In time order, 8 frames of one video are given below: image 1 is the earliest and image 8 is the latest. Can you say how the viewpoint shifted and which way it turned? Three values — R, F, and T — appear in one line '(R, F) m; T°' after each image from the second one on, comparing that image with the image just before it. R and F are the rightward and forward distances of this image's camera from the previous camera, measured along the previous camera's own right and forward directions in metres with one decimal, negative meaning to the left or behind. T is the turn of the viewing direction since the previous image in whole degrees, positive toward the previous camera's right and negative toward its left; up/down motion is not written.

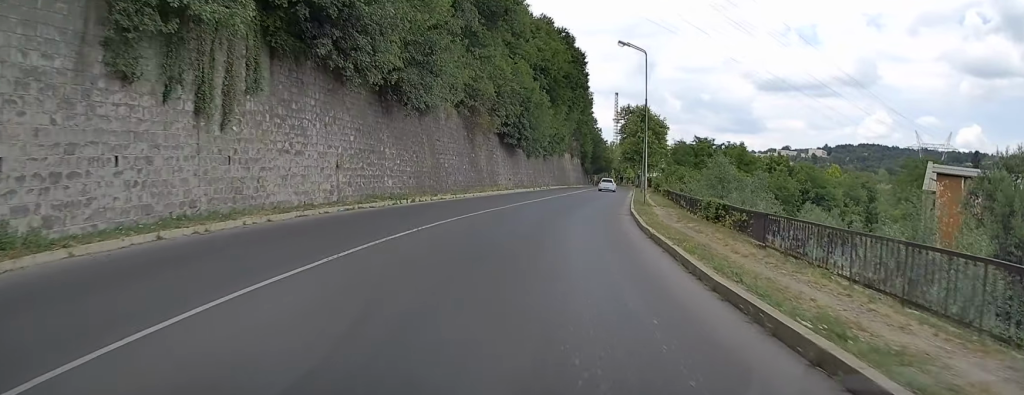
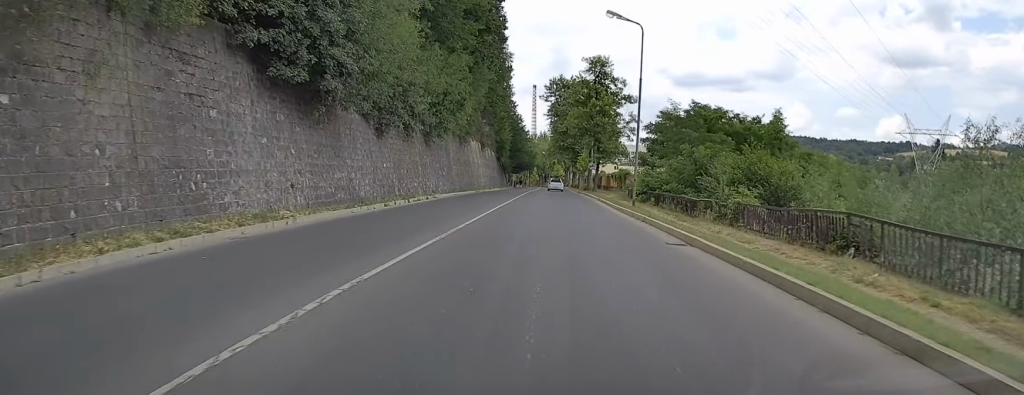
(+3.9, +44.5) m; +7°
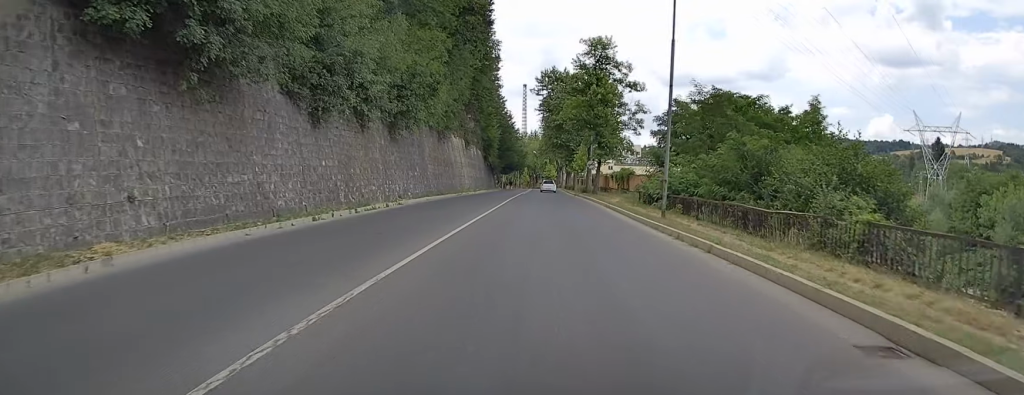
(-0.1, +10.0) m; 0°
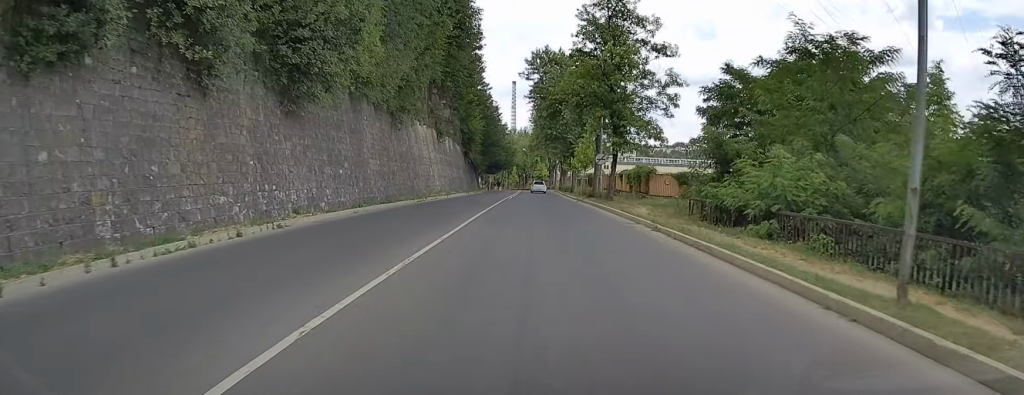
(+0.2, +16.8) m; 0°
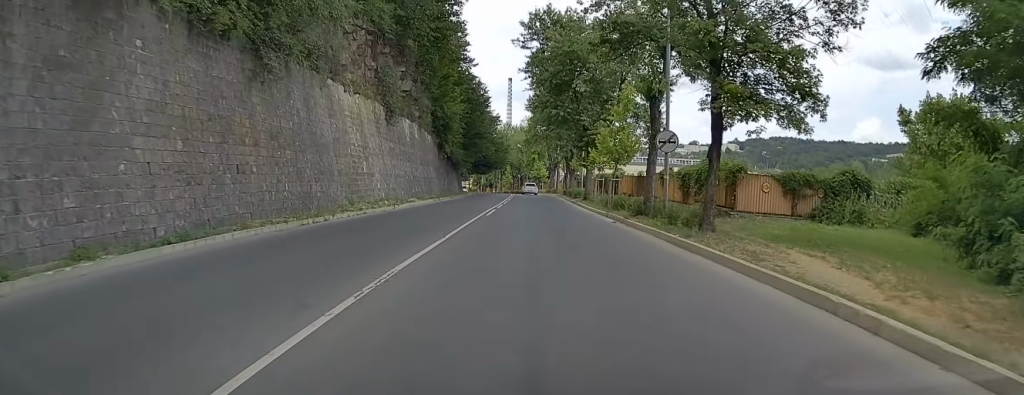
(-0.2, +22.7) m; -1°
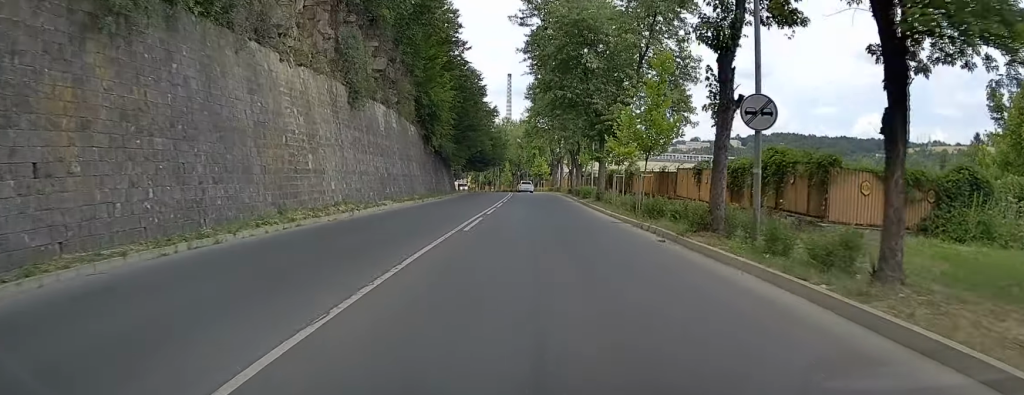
(-0.2, +9.1) m; 0°
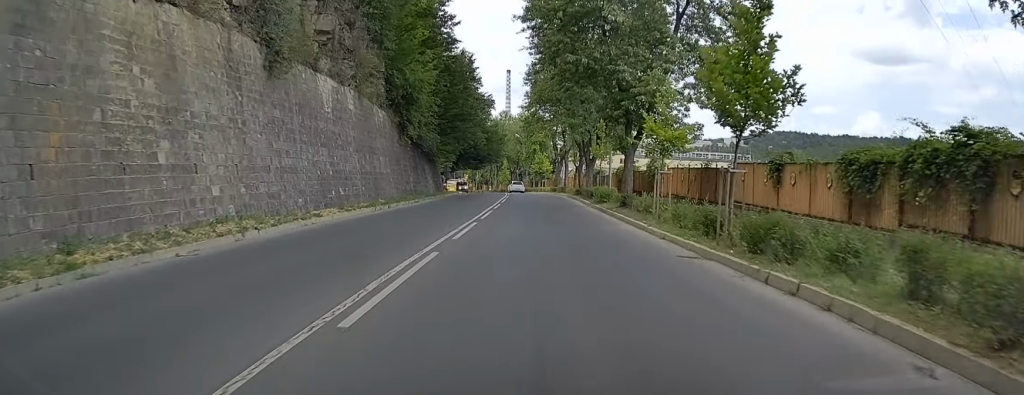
(+0.2, +11.4) m; 0°
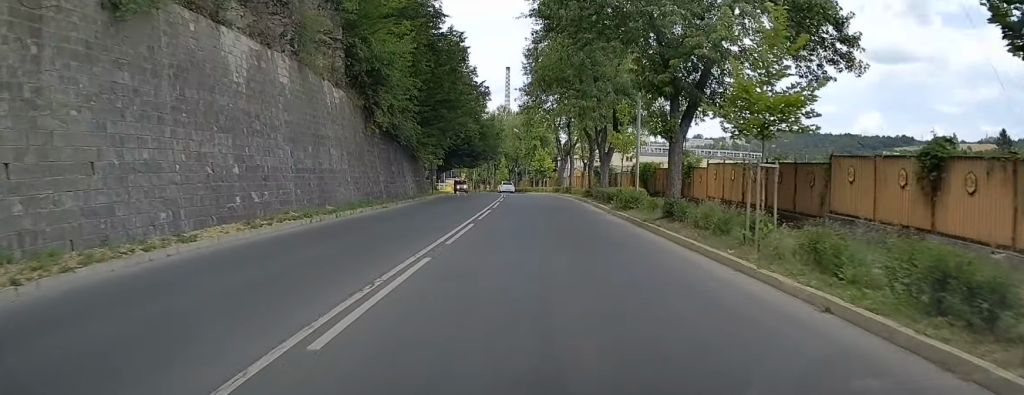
(+0.2, +9.9) m; 0°
